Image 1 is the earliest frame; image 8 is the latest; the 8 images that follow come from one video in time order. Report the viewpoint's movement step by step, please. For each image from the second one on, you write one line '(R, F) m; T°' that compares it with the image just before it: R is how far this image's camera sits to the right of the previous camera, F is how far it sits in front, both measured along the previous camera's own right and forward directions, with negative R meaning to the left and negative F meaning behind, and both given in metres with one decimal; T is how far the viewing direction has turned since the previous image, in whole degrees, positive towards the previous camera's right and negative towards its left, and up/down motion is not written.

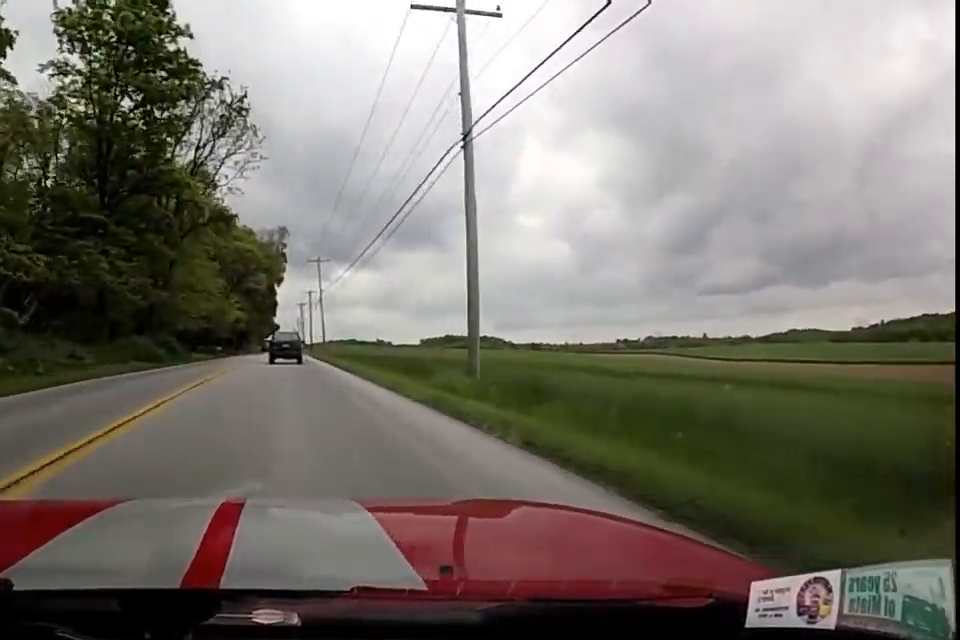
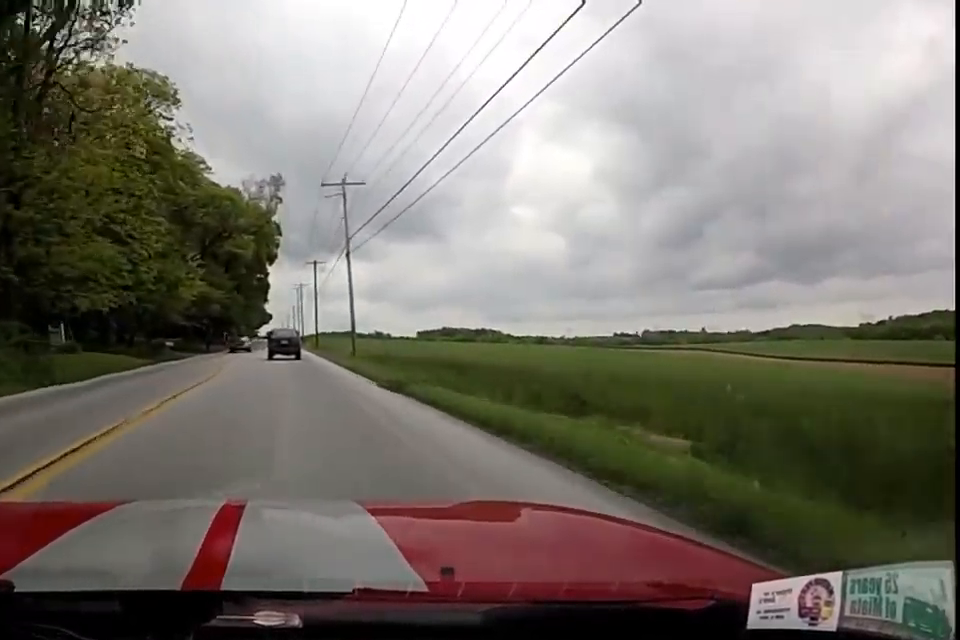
(+1.2, +29.3) m; +2°
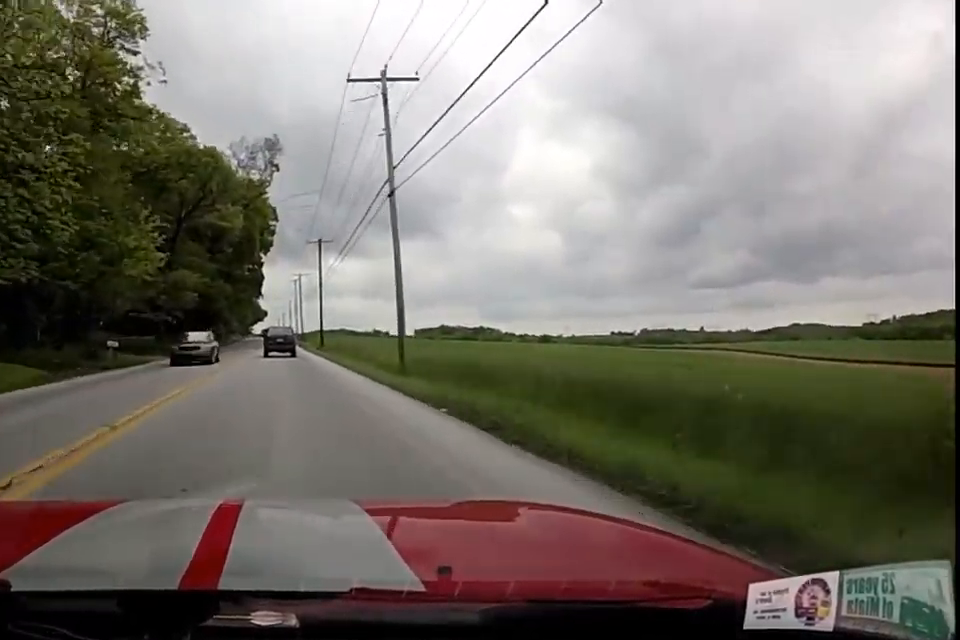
(0.0, +14.3) m; 0°
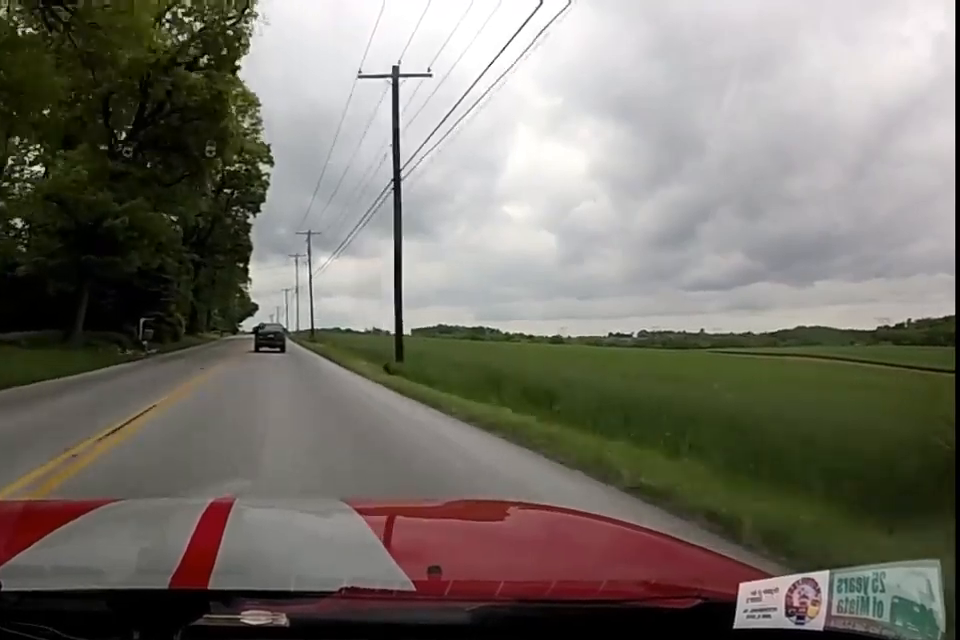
(-0.5, +36.3) m; -1°
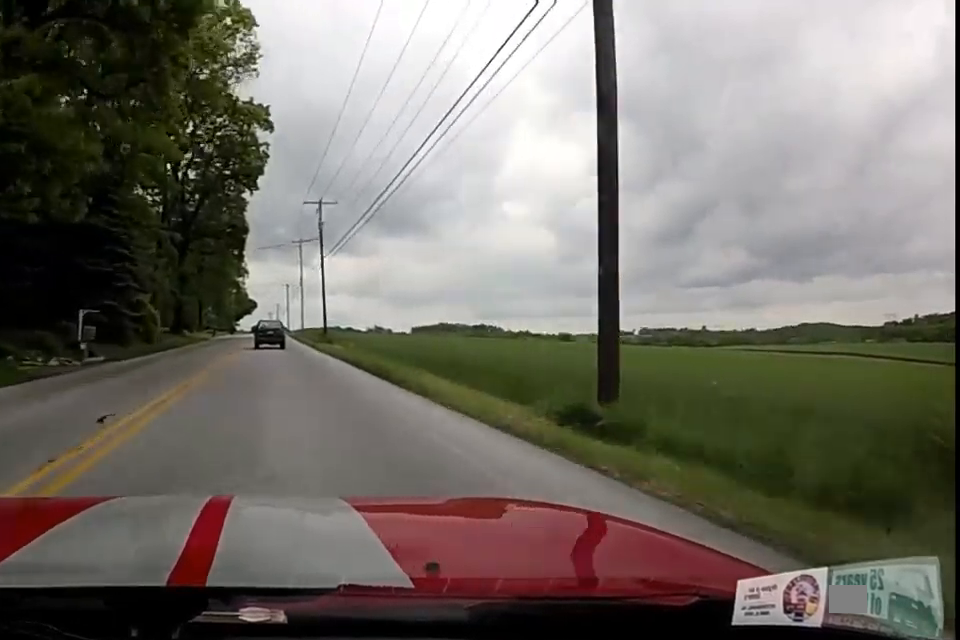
(0.0, +12.6) m; 0°
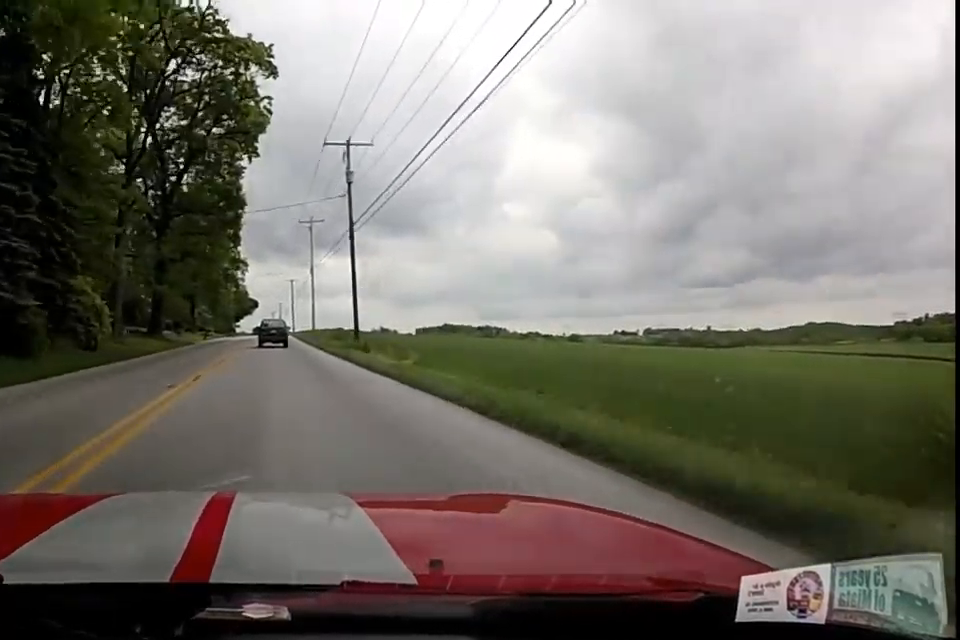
(0.0, +14.2) m; 0°
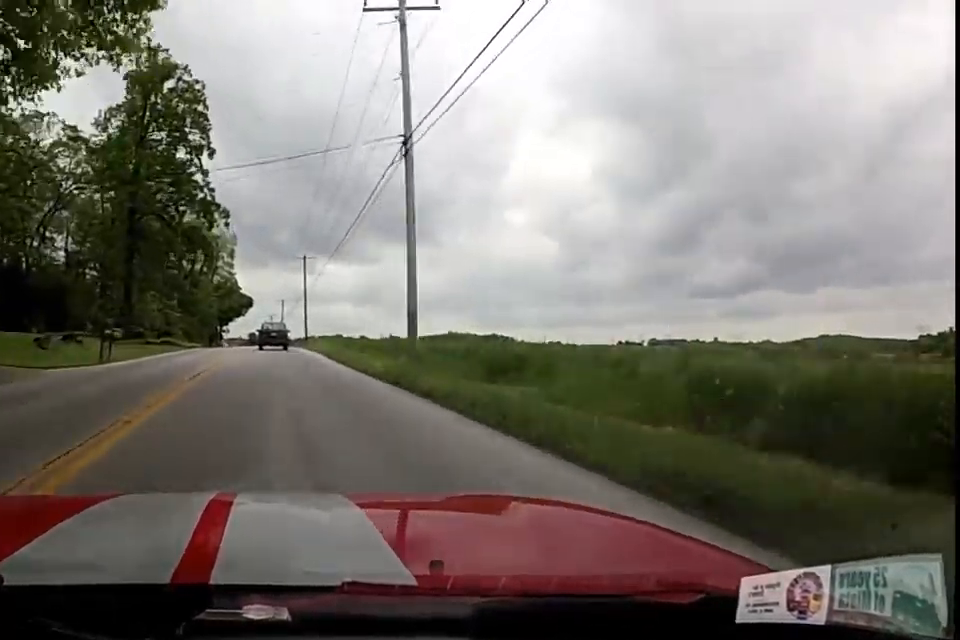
(-0.7, +41.4) m; -2°
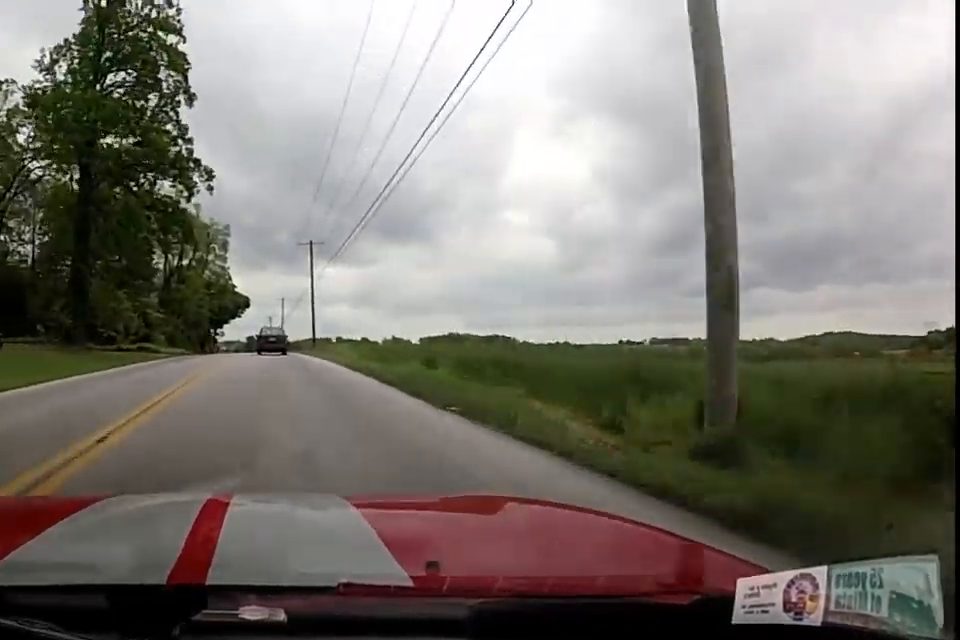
(-0.1, +12.8) m; 0°
